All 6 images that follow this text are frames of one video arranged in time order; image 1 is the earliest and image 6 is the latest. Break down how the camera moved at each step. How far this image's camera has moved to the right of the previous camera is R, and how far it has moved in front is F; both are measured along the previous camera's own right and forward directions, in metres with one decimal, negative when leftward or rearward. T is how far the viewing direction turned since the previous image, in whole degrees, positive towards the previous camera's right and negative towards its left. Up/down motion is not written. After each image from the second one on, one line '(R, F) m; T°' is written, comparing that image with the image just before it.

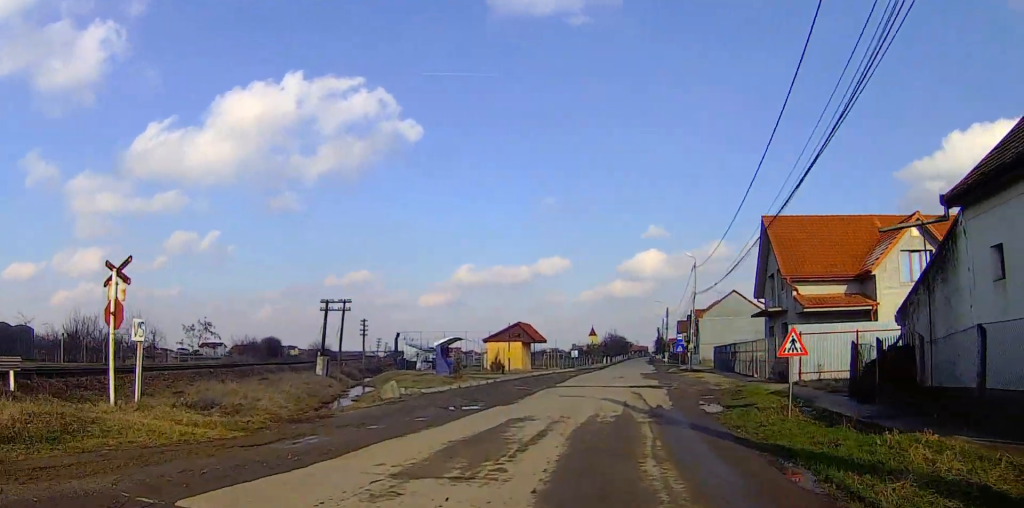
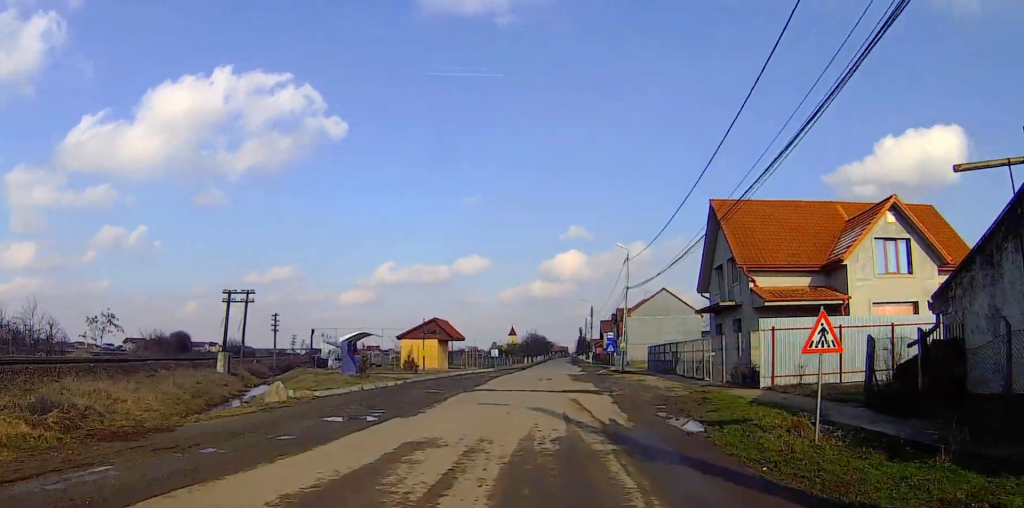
(-0.2, +3.1) m; +7°
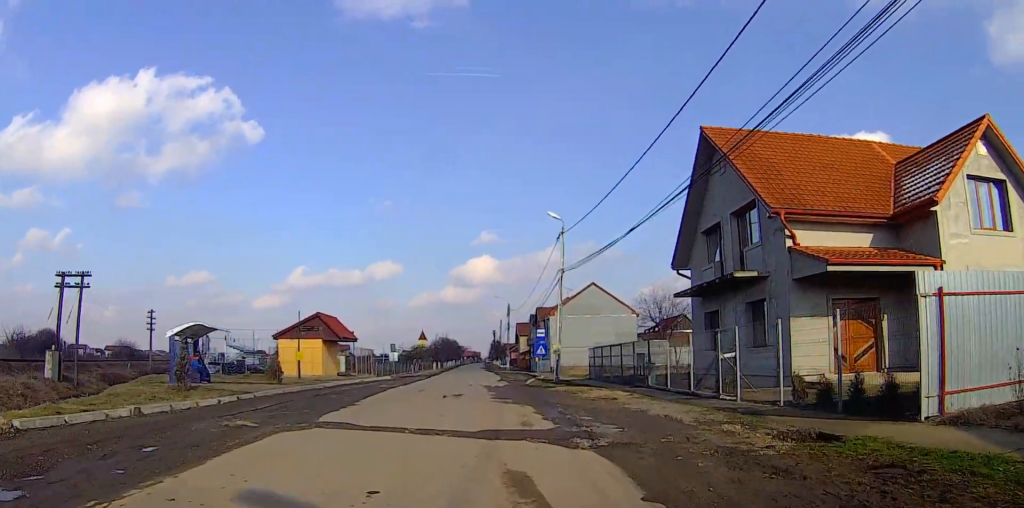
(+1.5, +9.9) m; +11°
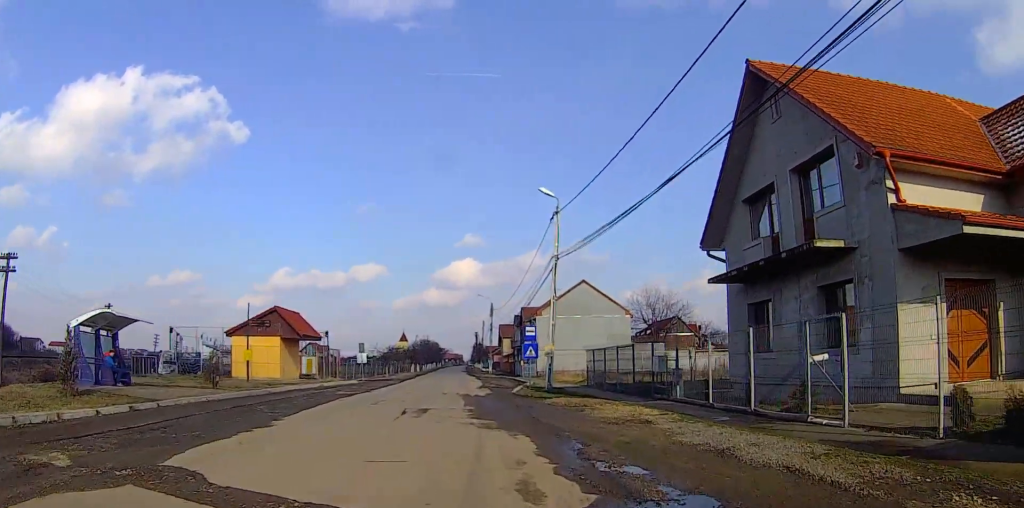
(+0.1, +6.8) m; +1°
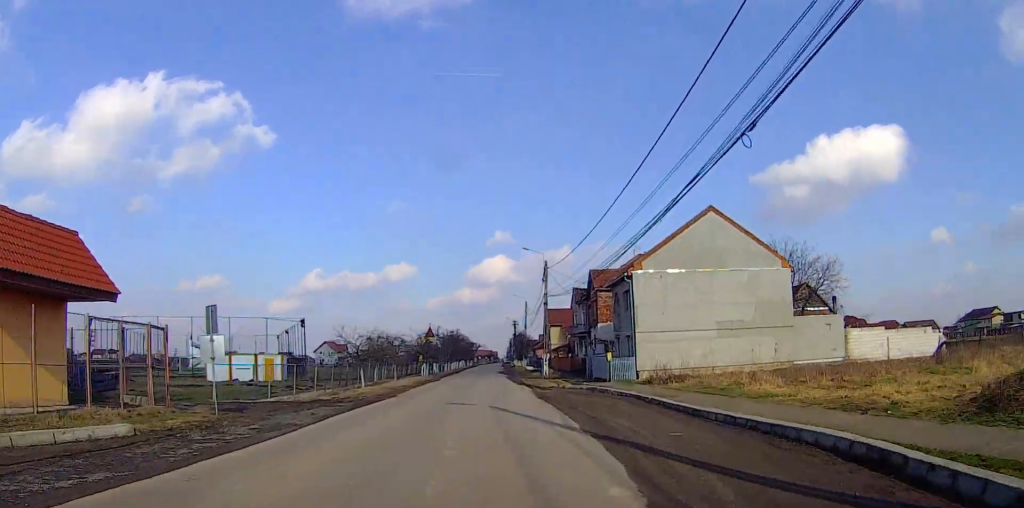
(+1.0, +39.0) m; +2°
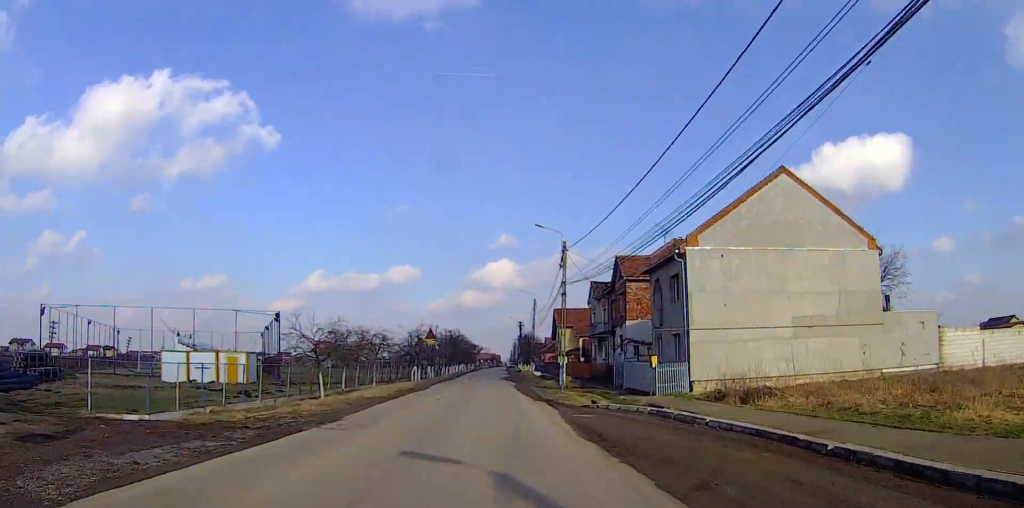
(+0.1, +10.7) m; 0°
